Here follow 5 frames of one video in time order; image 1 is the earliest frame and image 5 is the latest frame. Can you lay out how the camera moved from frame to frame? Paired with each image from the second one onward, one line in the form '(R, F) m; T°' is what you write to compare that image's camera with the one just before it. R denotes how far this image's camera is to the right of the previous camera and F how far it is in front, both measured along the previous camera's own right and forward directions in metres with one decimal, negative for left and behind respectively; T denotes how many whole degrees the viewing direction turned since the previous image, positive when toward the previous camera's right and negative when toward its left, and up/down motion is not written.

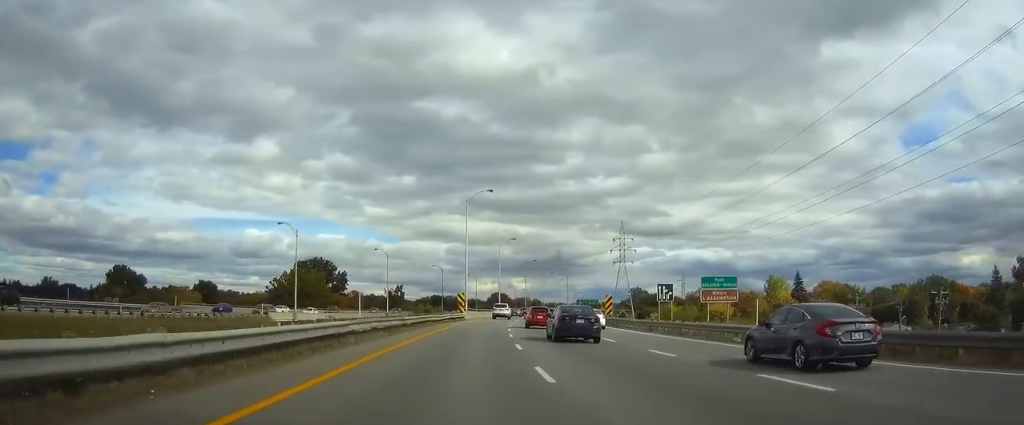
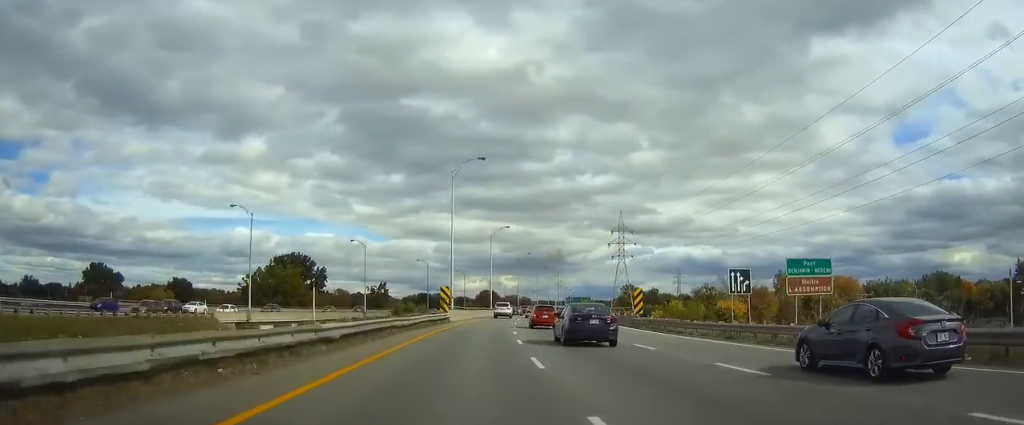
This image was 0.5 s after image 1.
(0.0, +15.0) m; 0°
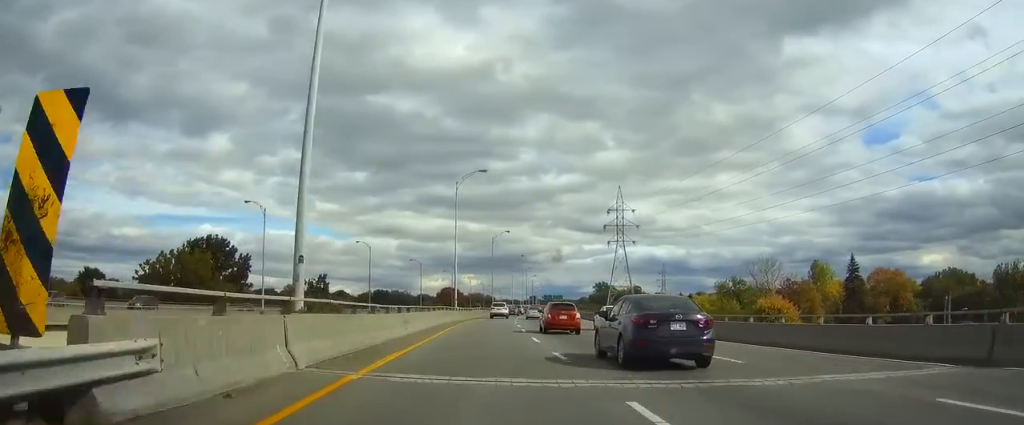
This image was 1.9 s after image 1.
(0.0, +43.1) m; 0°
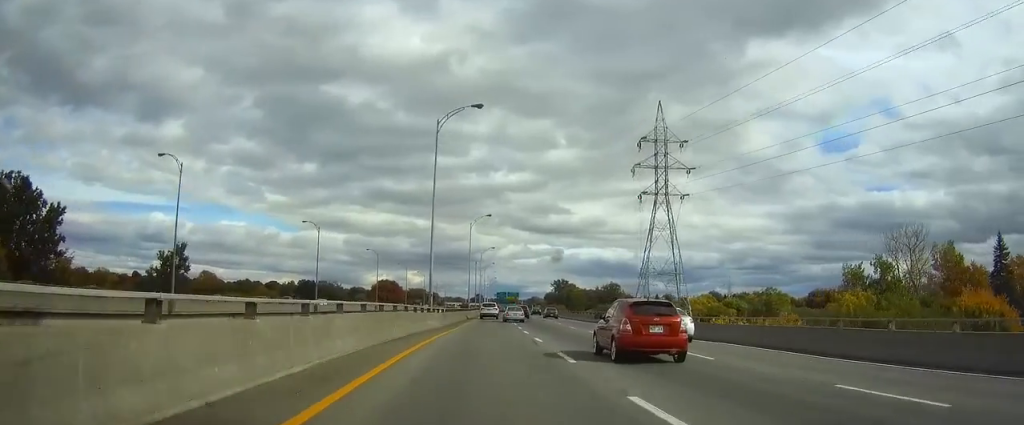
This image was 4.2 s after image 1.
(0.0, +69.1) m; 0°
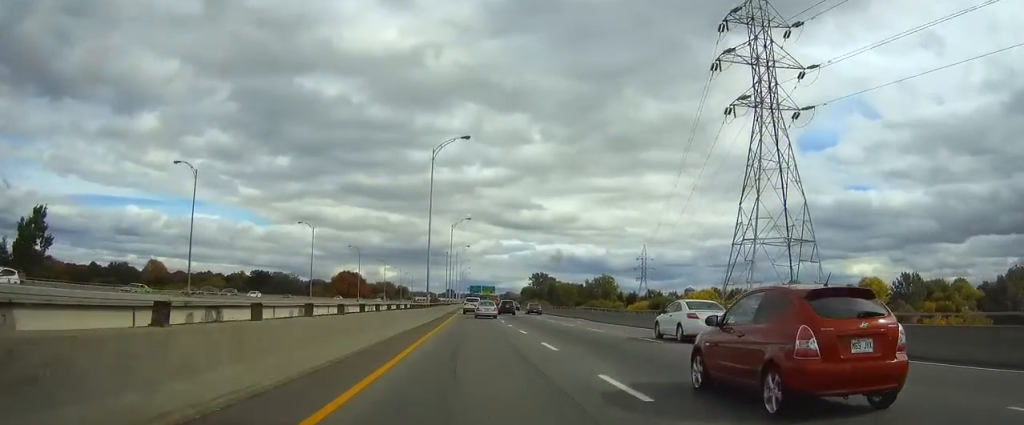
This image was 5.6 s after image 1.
(0.0, +41.0) m; 0°
